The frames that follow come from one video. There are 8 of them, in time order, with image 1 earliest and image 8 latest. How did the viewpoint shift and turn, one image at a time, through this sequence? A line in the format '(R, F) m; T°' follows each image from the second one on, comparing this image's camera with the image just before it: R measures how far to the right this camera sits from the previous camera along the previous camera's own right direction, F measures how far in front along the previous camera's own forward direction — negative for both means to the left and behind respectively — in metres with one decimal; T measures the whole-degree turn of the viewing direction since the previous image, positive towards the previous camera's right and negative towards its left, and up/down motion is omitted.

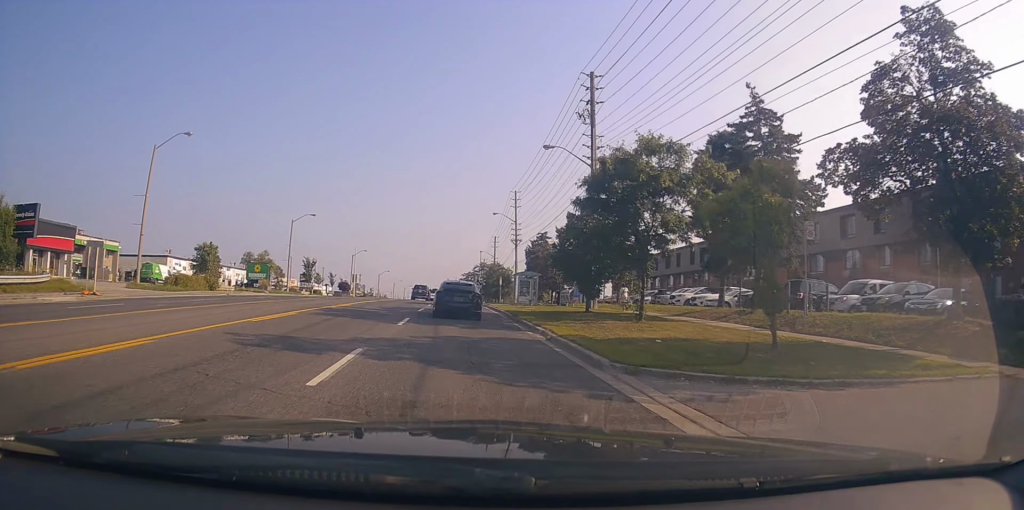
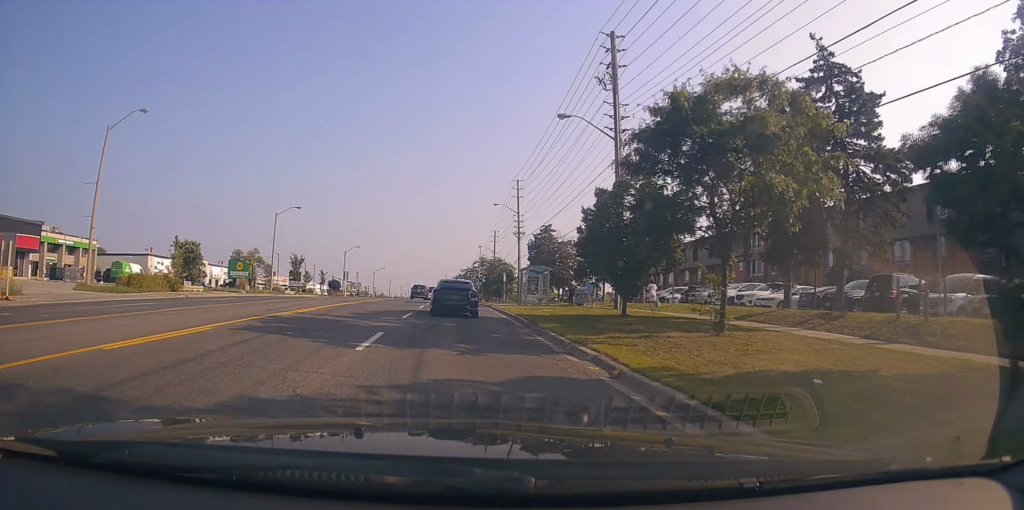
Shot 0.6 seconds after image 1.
(-0.2, +6.2) m; 0°
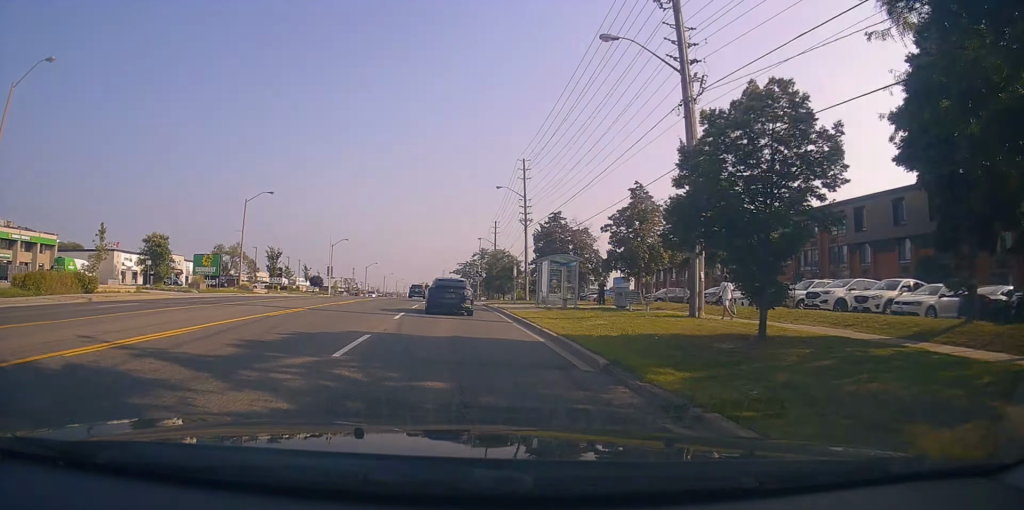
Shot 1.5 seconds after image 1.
(0.0, +9.9) m; +1°
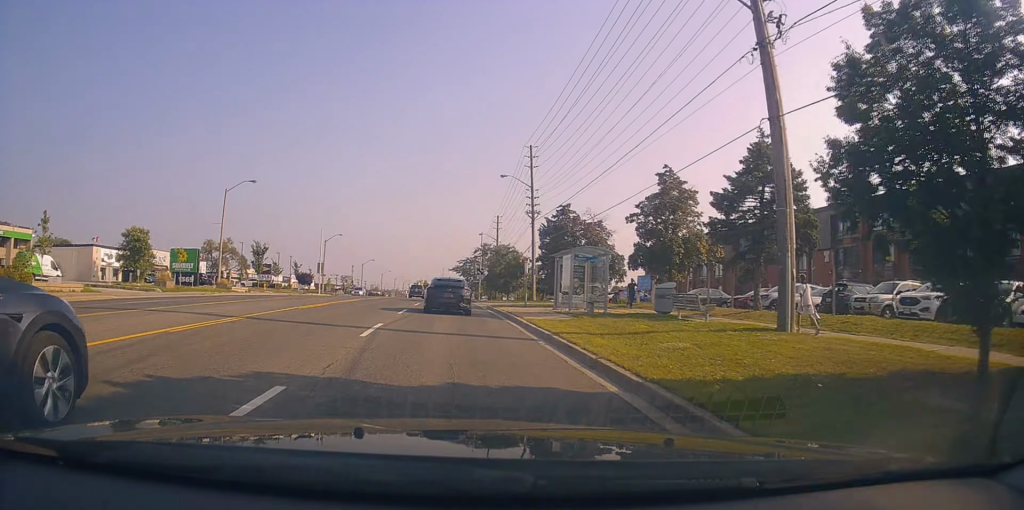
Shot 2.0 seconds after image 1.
(+0.2, +5.9) m; +1°
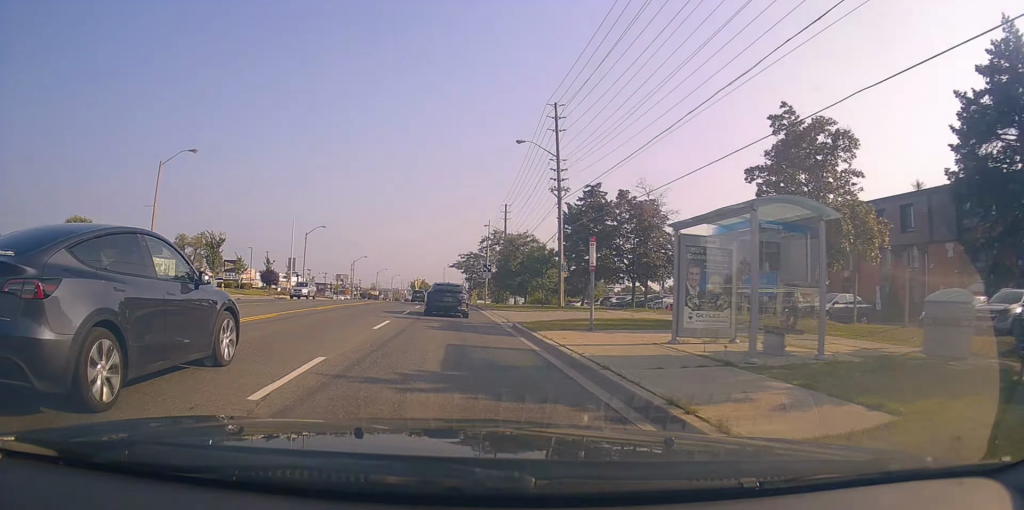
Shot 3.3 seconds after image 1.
(-0.2, +14.5) m; -1°
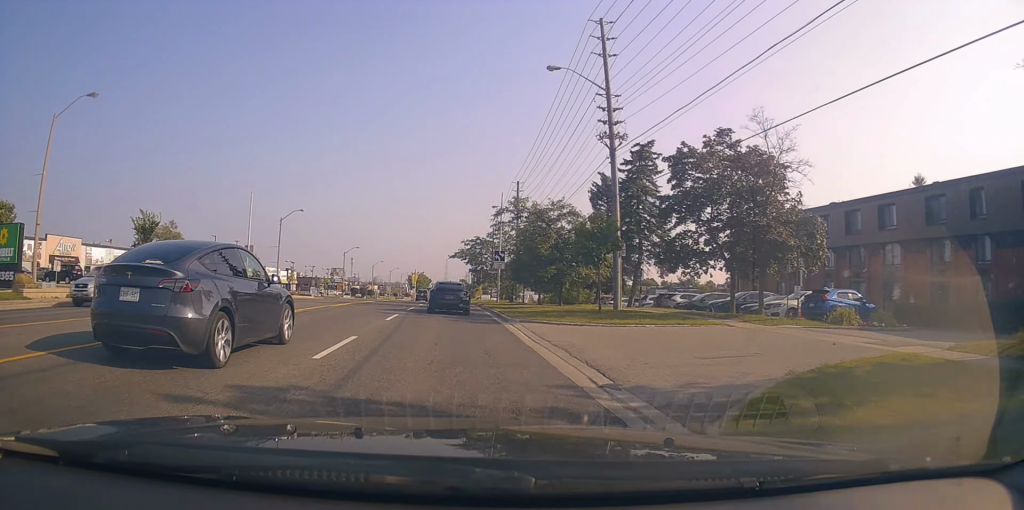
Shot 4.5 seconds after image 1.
(+0.3, +14.1) m; +2°
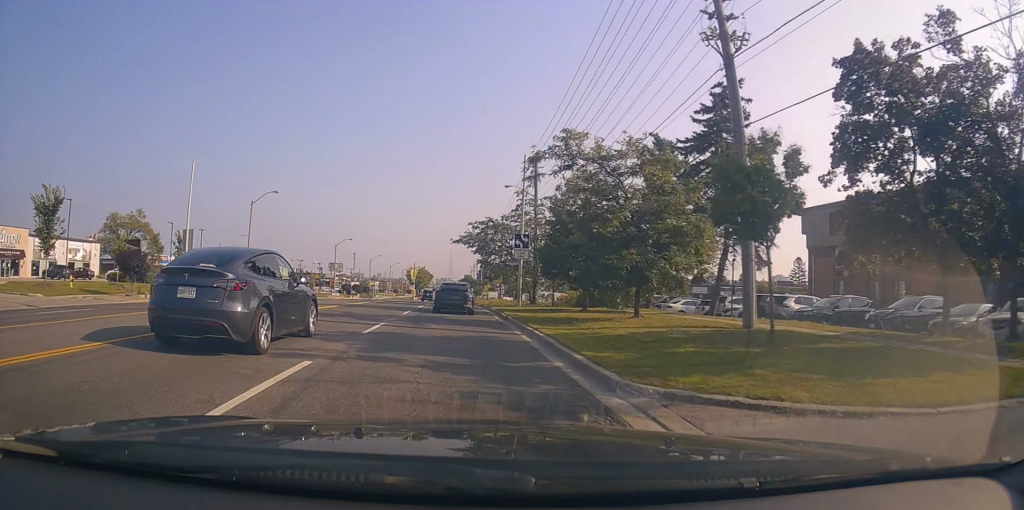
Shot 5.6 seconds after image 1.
(+0.1, +12.6) m; -2°
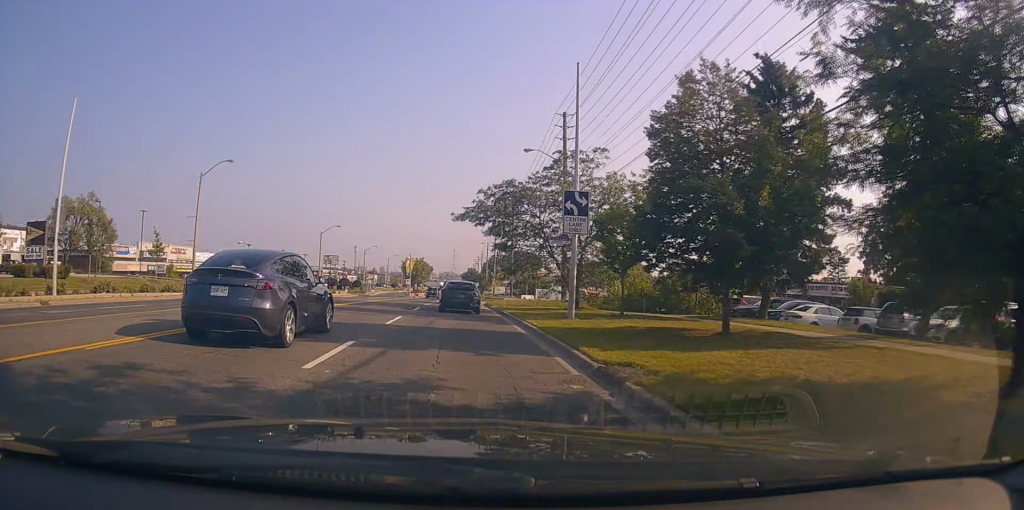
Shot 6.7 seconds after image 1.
(-0.6, +14.3) m; 0°
